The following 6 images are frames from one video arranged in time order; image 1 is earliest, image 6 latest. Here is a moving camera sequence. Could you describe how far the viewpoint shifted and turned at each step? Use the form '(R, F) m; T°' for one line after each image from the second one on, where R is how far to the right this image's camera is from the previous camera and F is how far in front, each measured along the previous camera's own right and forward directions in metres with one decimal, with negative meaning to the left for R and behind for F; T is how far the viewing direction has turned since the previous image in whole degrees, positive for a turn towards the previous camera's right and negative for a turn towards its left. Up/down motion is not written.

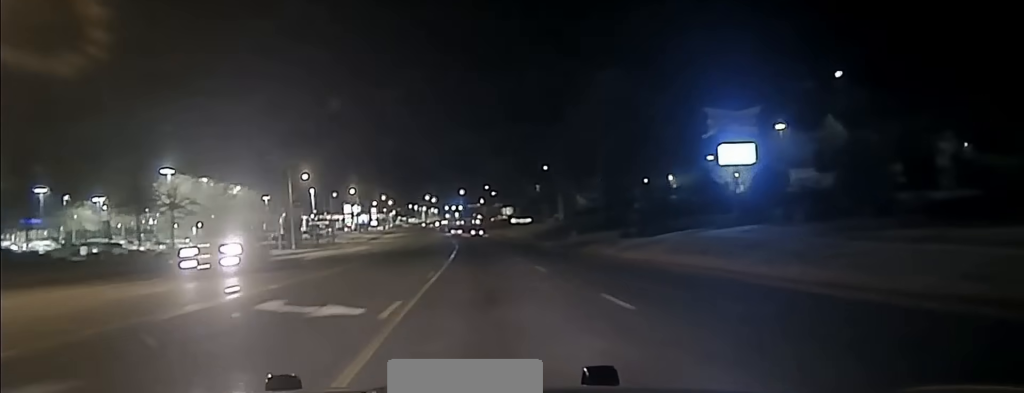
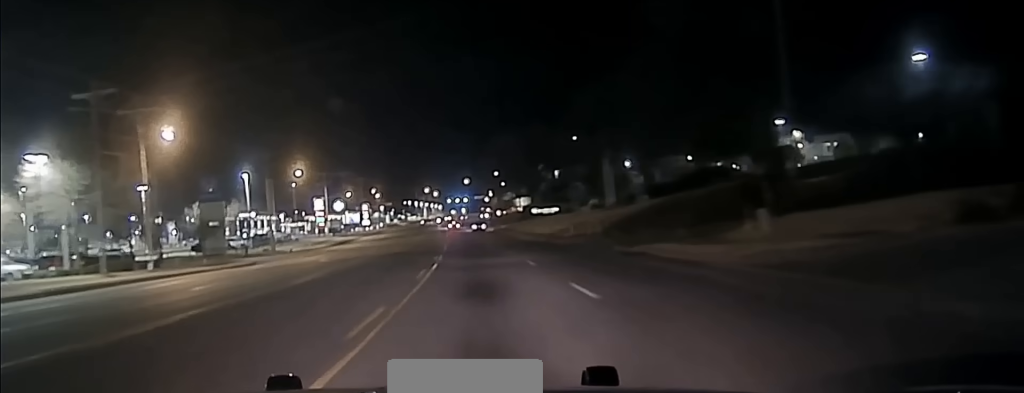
(-0.4, +56.4) m; -1°
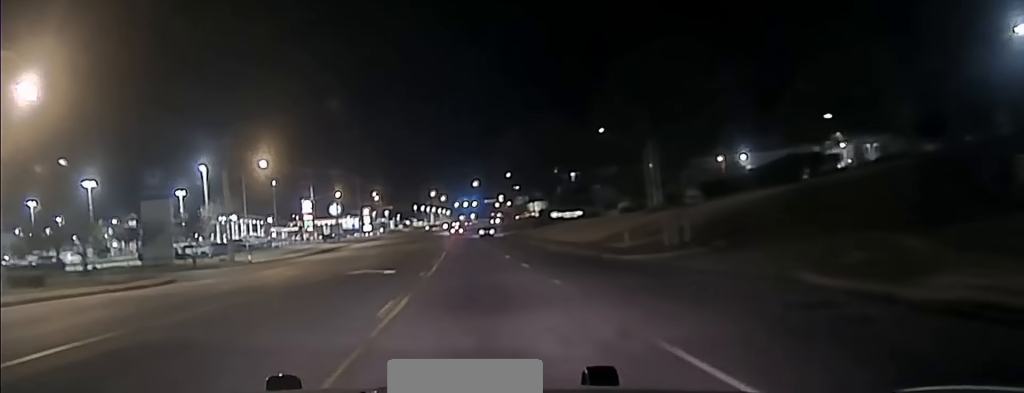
(0.0, +23.8) m; -1°
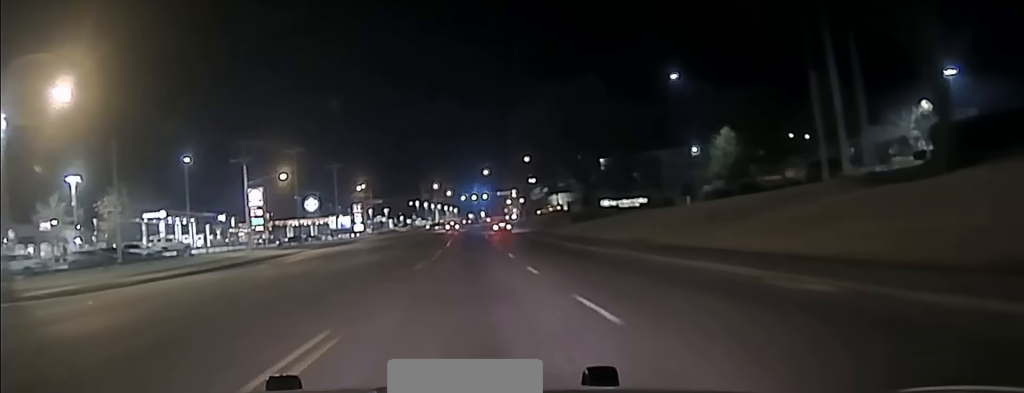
(-0.4, +39.0) m; -1°
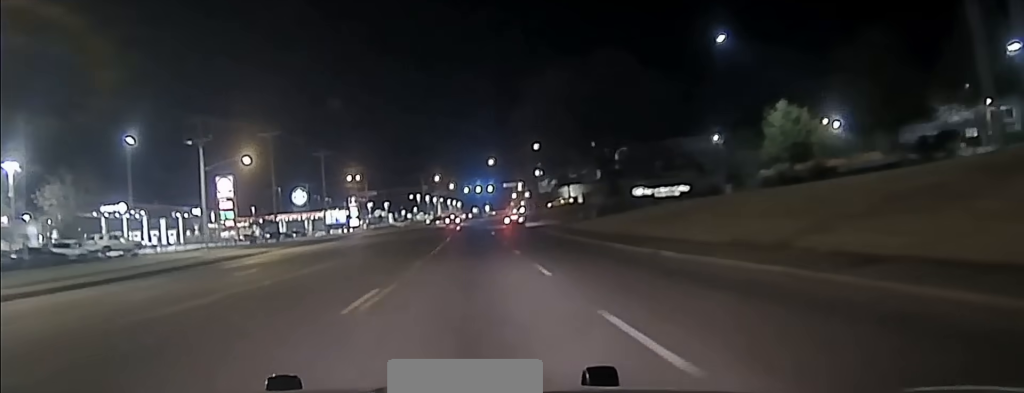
(0.0, +13.2) m; 0°
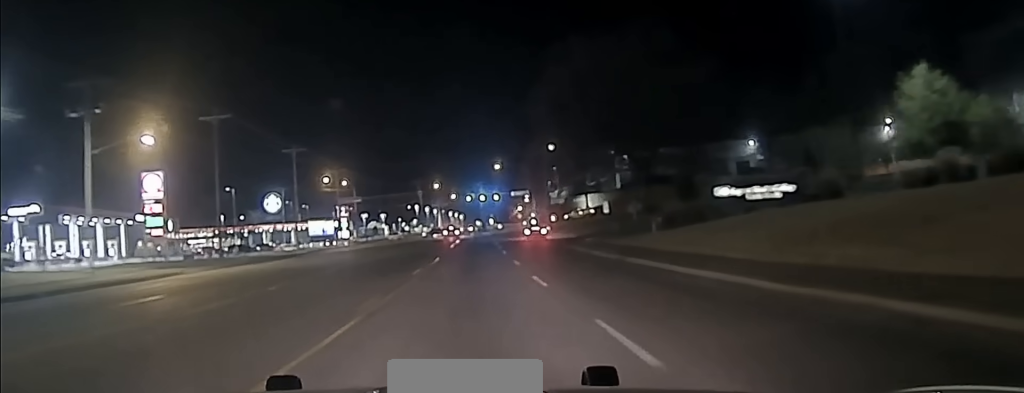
(0.0, +19.7) m; 0°
